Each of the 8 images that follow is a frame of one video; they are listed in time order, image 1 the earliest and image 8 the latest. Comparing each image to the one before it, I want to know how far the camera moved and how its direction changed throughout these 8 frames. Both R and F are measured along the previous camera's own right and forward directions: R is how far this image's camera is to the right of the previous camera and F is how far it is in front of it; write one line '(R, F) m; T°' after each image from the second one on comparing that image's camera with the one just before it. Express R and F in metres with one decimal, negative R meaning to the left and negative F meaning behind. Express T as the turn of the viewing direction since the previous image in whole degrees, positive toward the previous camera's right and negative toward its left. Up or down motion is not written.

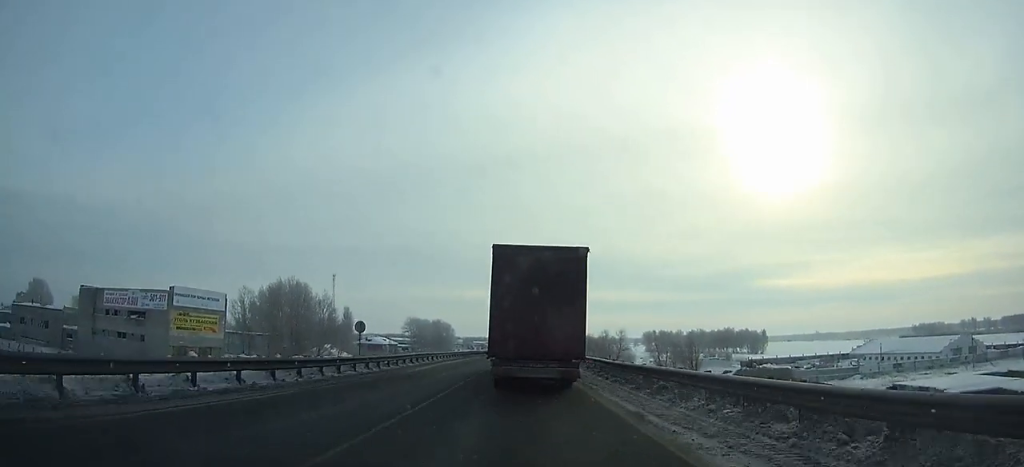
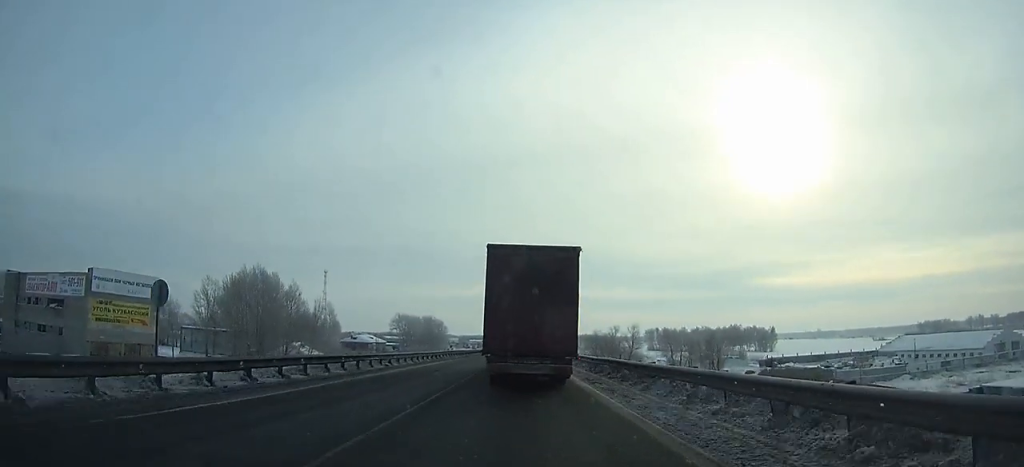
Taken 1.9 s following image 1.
(0.0, +18.9) m; 0°
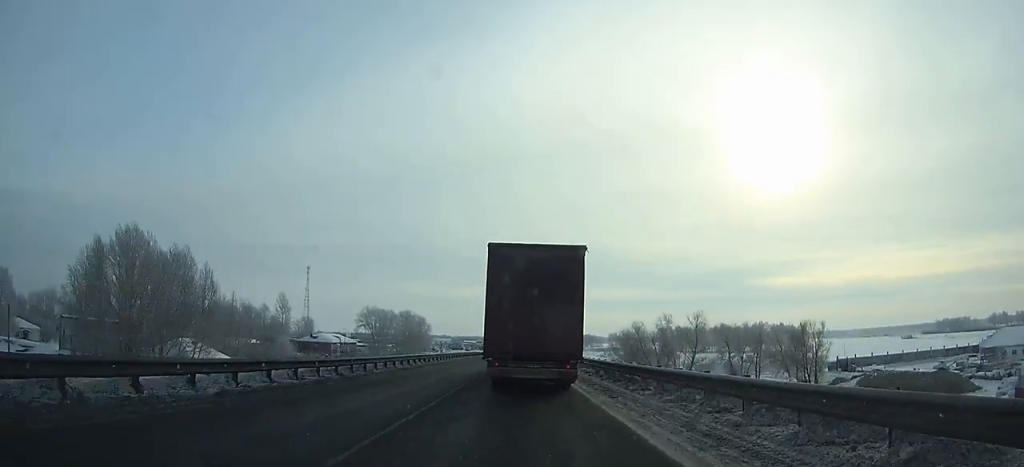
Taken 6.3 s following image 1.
(+0.3, +44.1) m; +1°
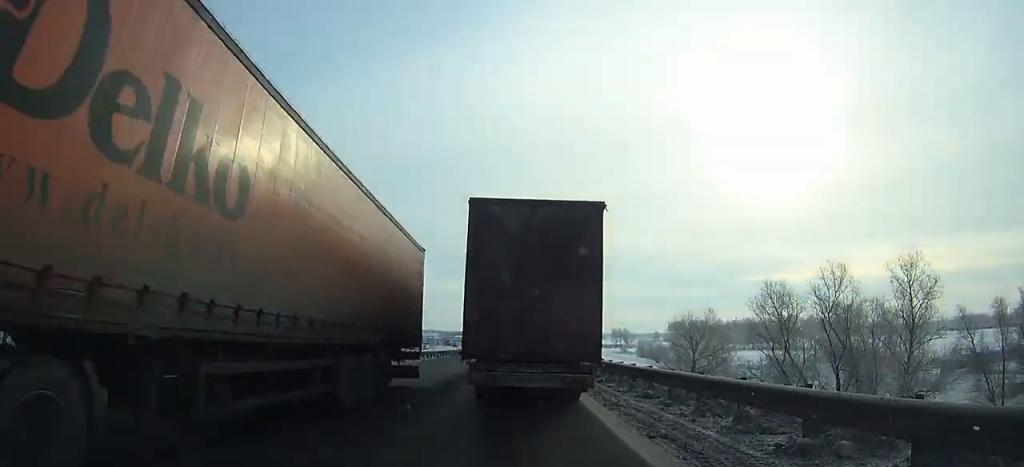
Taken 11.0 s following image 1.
(0.0, +43.8) m; 0°
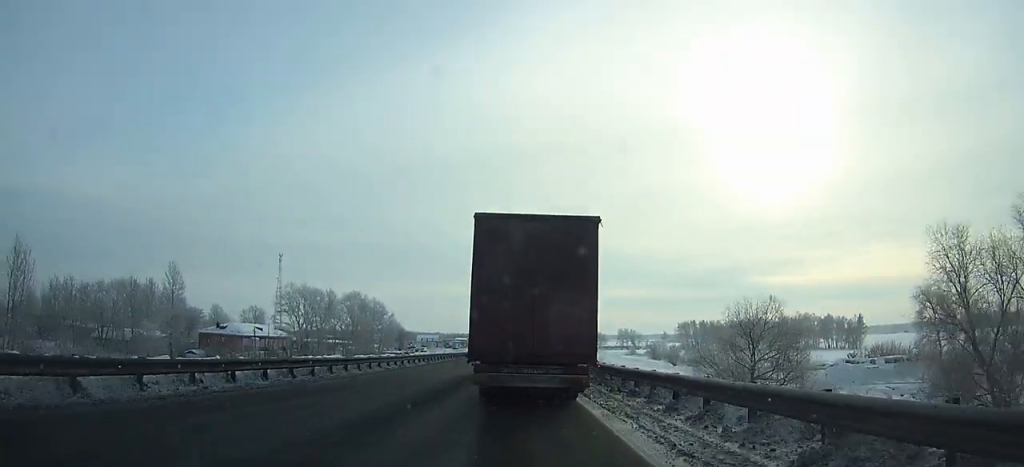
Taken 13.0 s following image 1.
(0.0, +17.2) m; 0°
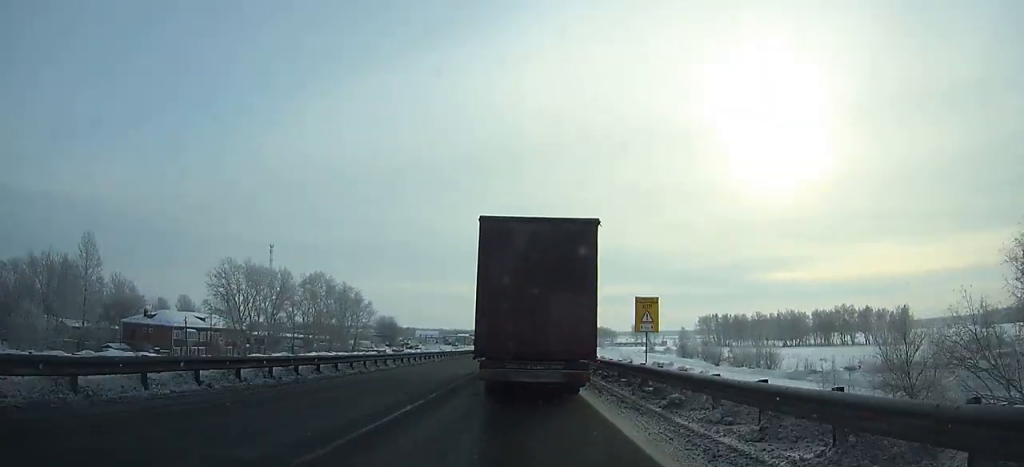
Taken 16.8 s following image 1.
(0.0, +31.7) m; 0°
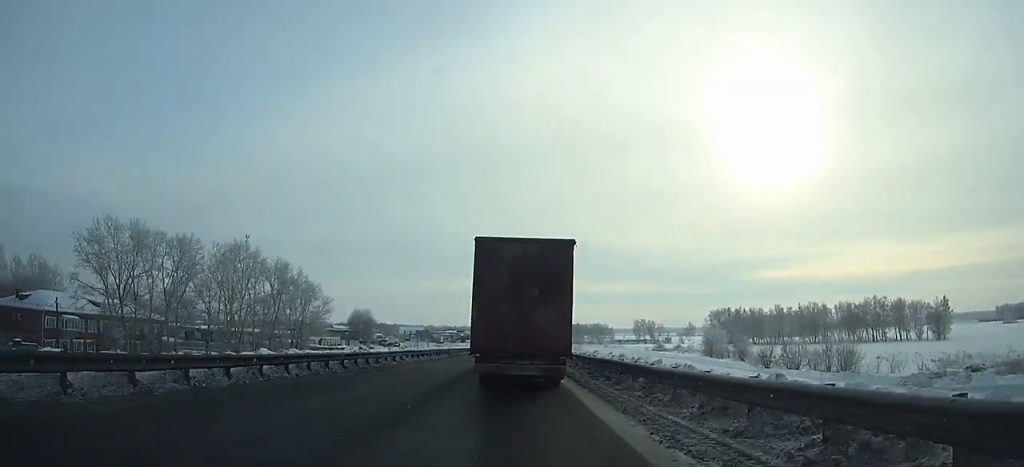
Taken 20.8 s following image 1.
(+0.1, +33.3) m; 0°
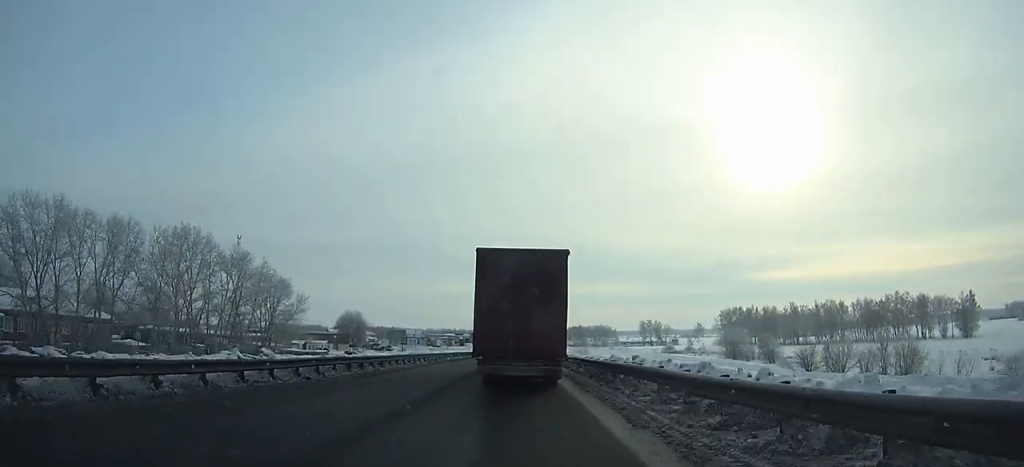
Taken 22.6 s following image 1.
(0.0, +15.3) m; 0°
